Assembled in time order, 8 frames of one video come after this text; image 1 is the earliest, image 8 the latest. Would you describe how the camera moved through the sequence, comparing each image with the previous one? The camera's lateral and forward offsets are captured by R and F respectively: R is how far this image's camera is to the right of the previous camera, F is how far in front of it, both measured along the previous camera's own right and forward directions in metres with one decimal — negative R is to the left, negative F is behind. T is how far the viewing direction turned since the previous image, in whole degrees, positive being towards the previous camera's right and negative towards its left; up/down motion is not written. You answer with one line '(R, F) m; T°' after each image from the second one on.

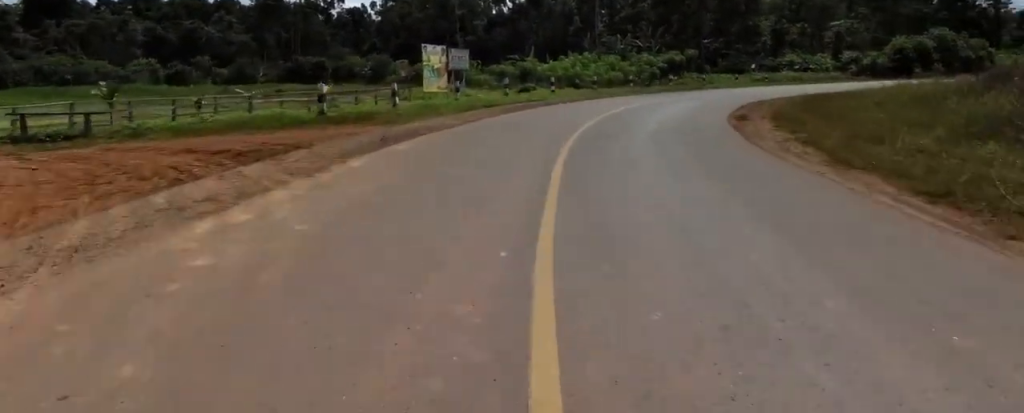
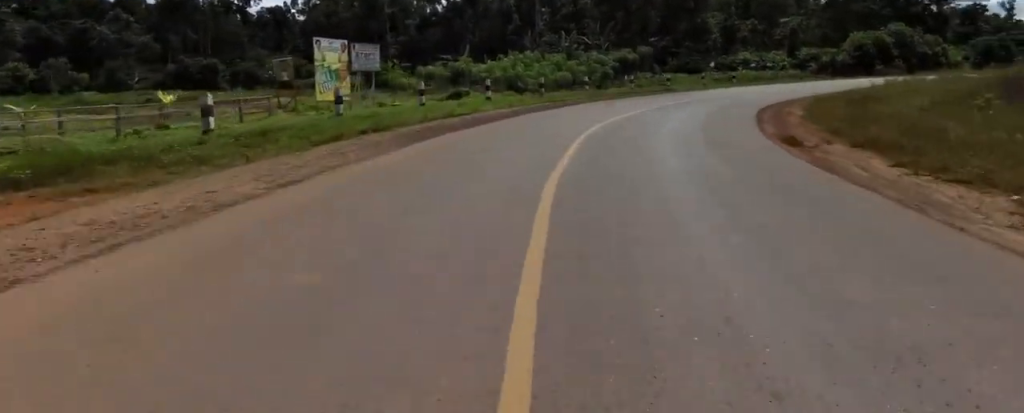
(+0.4, +9.6) m; +4°
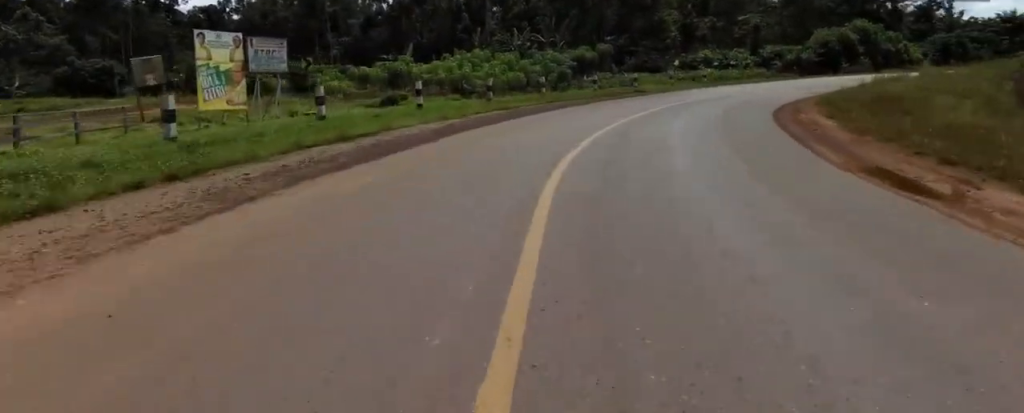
(-0.1, +6.0) m; +3°
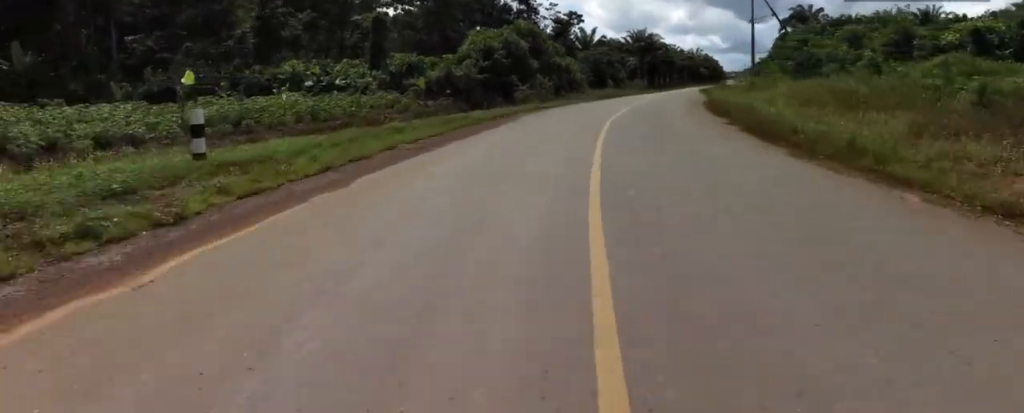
(+13.6, +30.7) m; +43°
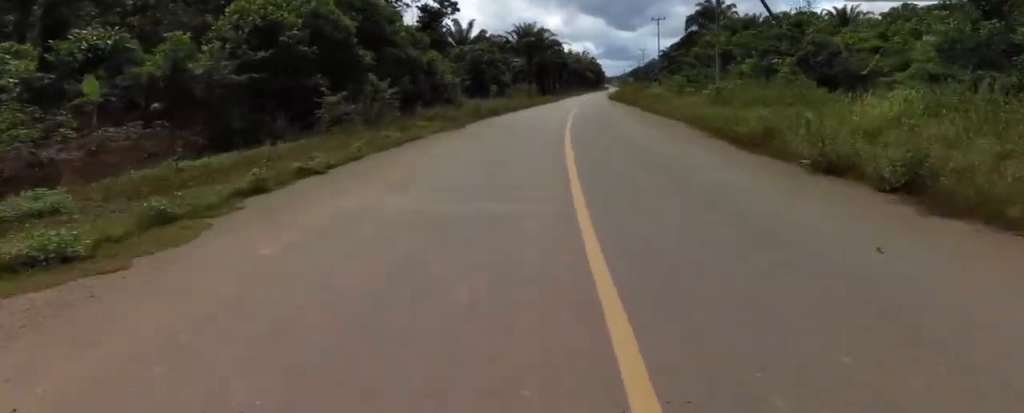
(+1.5, +19.9) m; +8°
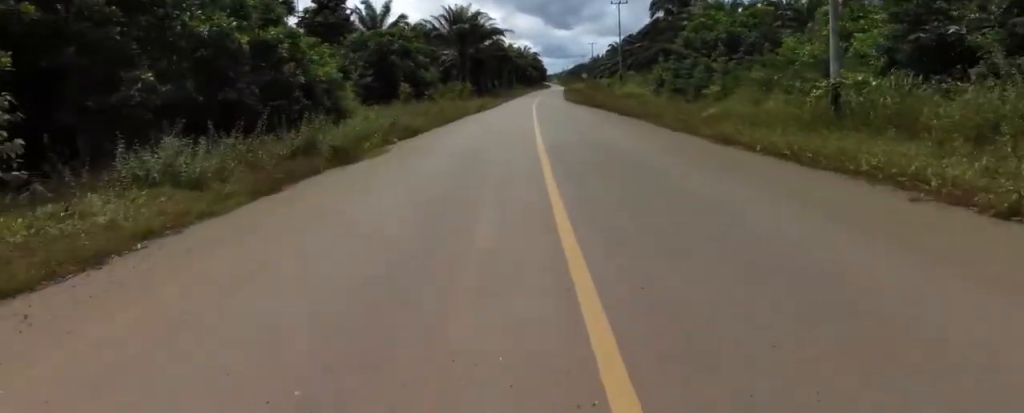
(+0.9, +17.6) m; +7°
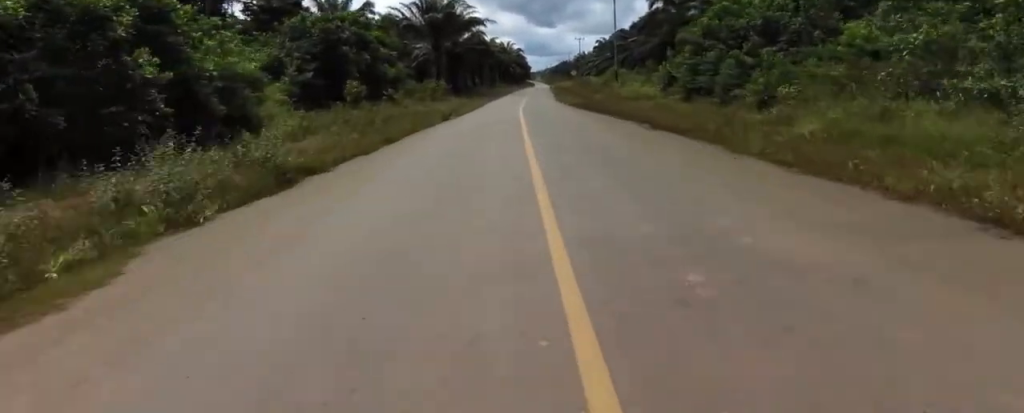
(+0.4, +8.2) m; +2°
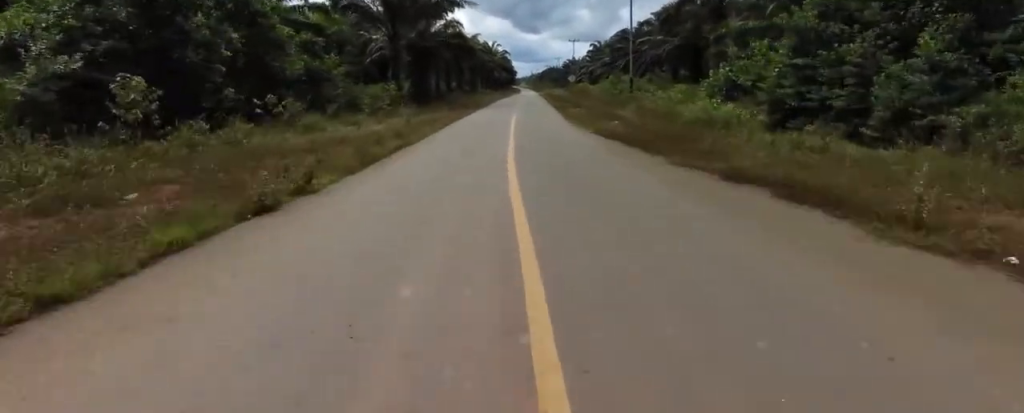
(+0.7, +15.9) m; +3°
